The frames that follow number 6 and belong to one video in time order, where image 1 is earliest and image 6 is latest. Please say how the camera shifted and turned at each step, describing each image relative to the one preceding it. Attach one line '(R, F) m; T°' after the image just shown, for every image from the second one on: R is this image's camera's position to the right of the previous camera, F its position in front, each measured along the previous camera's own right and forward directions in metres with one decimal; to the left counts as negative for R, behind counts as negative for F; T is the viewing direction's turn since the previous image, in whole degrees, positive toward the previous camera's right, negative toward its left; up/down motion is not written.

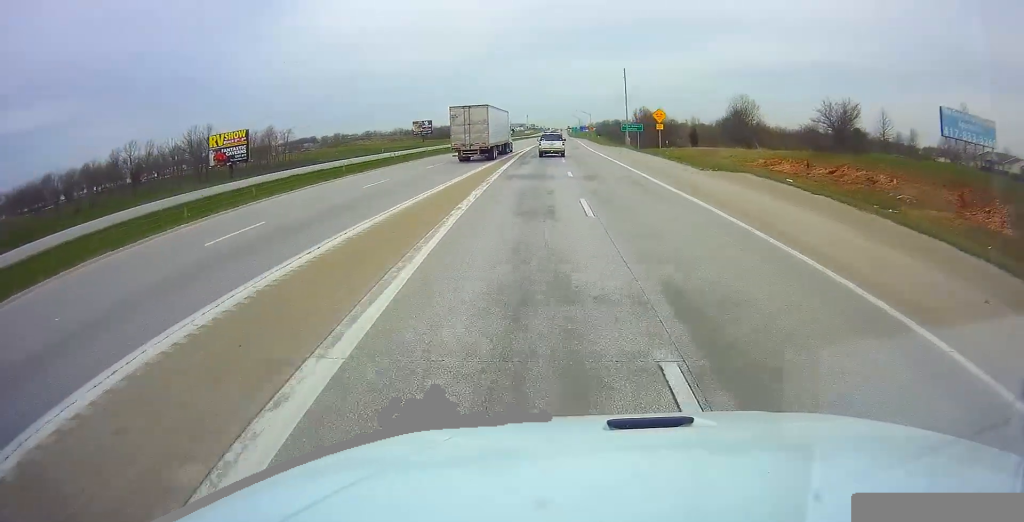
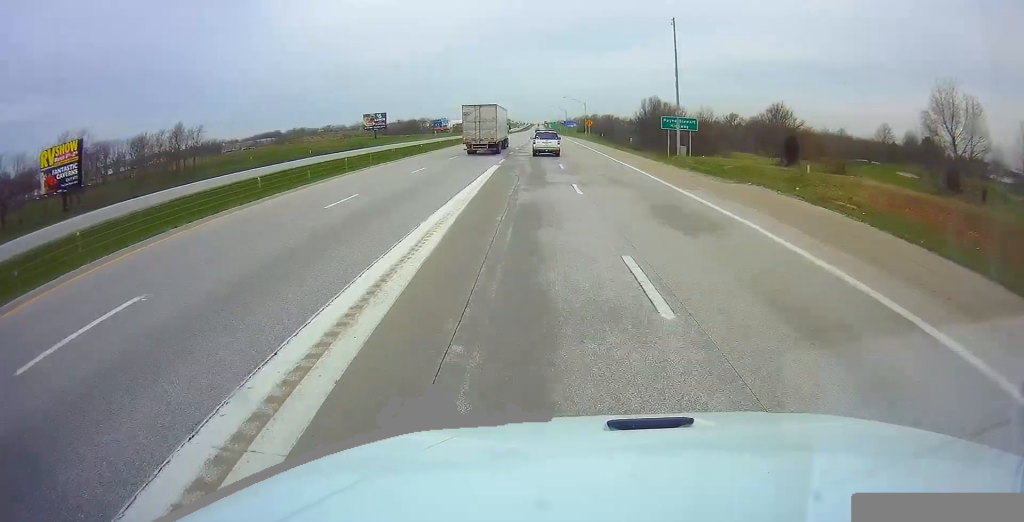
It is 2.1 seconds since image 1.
(+0.1, +57.2) m; 0°
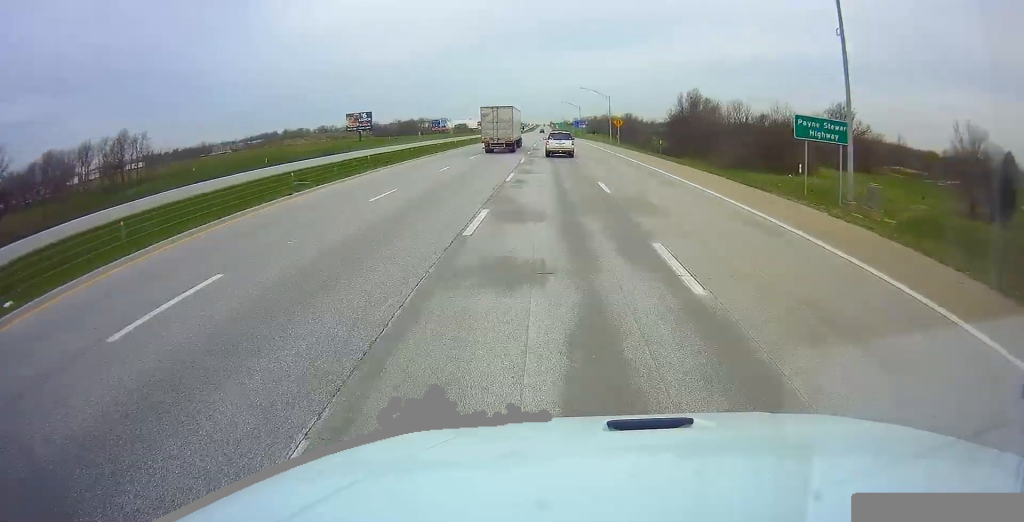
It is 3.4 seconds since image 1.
(0.0, +35.7) m; 0°
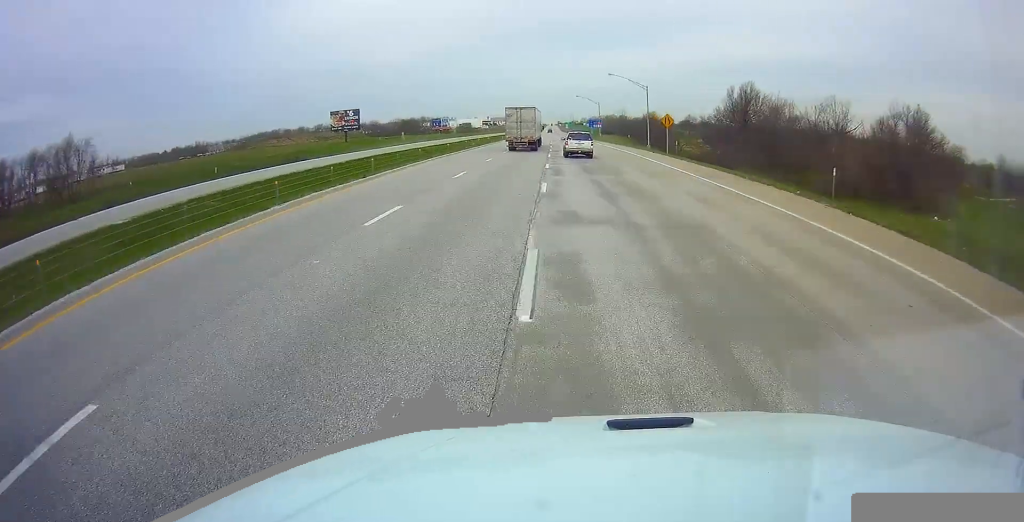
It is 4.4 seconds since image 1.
(0.0, +29.3) m; 0°
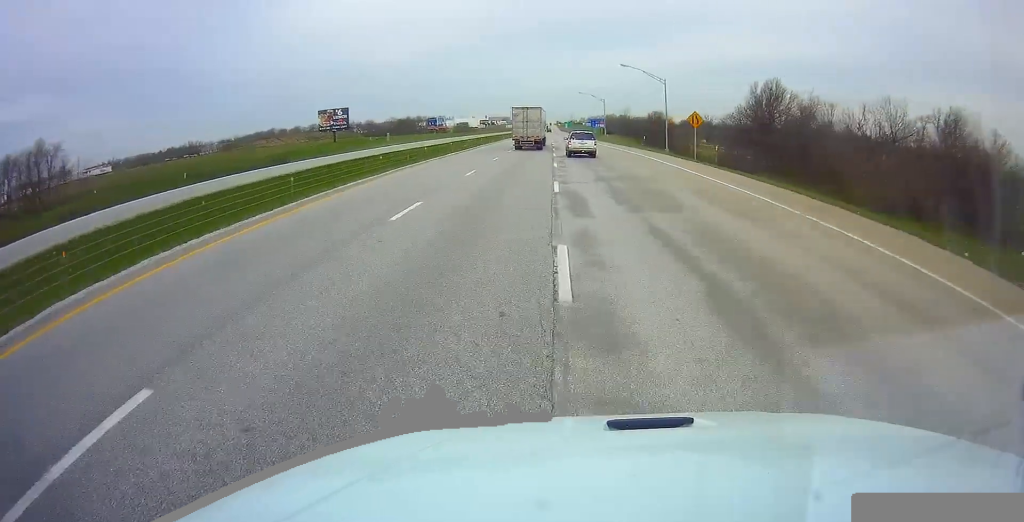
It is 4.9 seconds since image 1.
(-0.1, +11.9) m; 0°
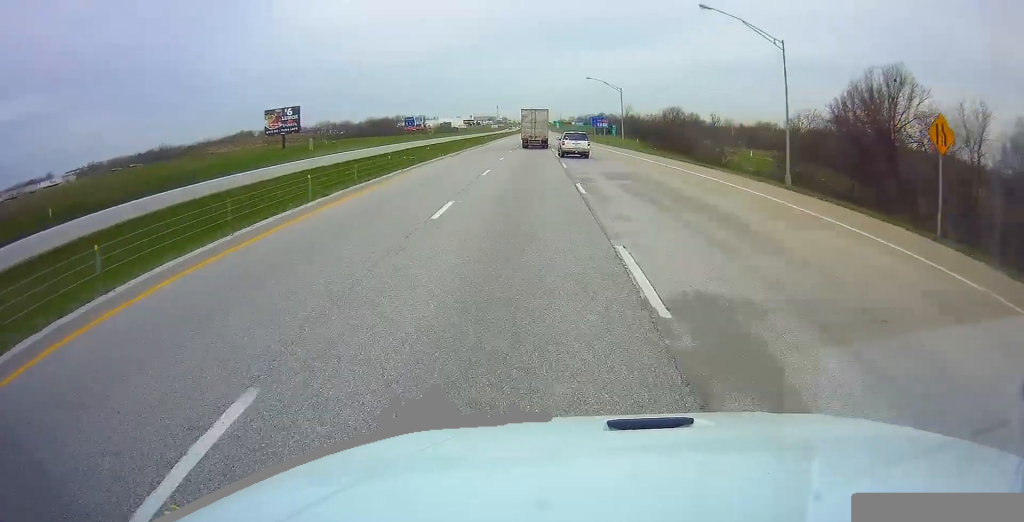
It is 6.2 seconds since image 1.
(+0.5, +36.6) m; +1°
